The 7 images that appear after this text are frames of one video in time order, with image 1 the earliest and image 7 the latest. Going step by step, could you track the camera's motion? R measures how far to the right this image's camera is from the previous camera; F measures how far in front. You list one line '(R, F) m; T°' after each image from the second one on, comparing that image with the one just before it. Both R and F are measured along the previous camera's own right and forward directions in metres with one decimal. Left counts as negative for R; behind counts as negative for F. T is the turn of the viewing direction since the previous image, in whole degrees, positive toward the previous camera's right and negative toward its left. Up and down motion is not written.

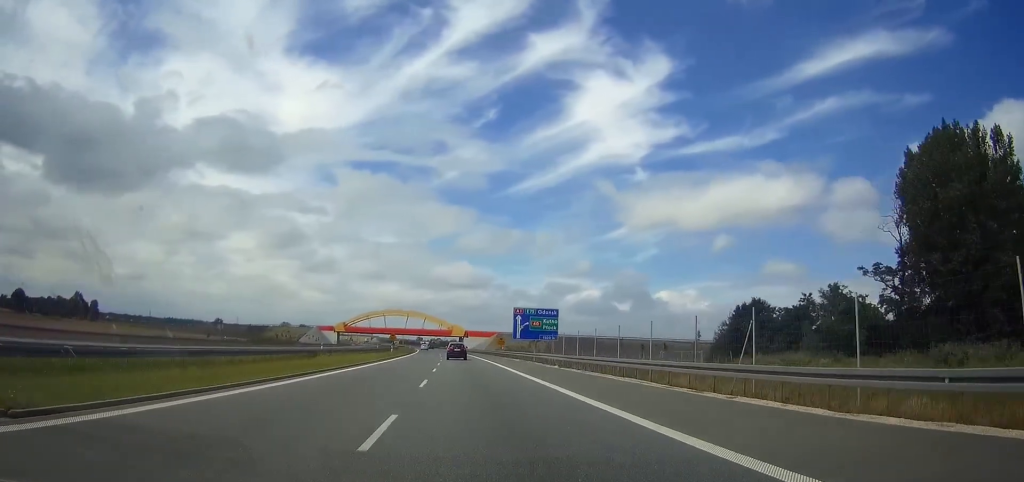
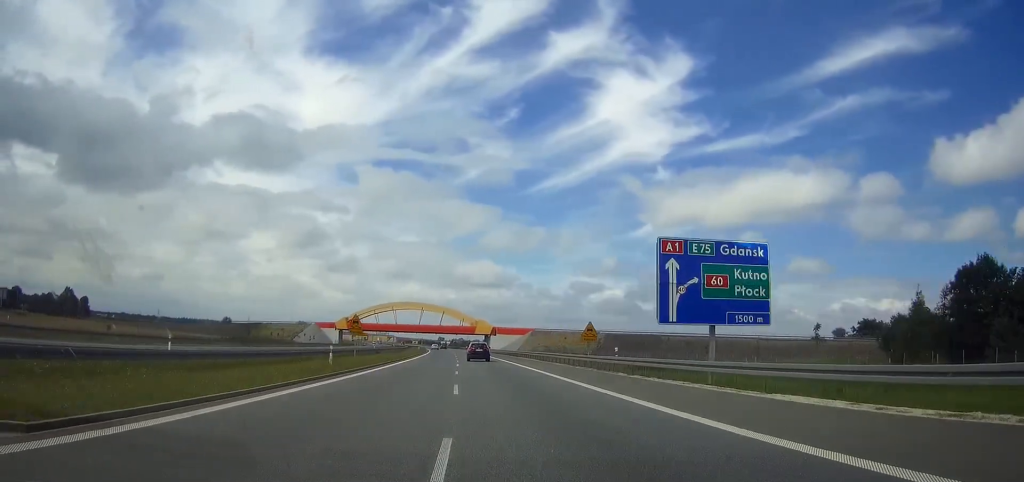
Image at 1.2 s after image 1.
(-0.6, +50.9) m; -2°
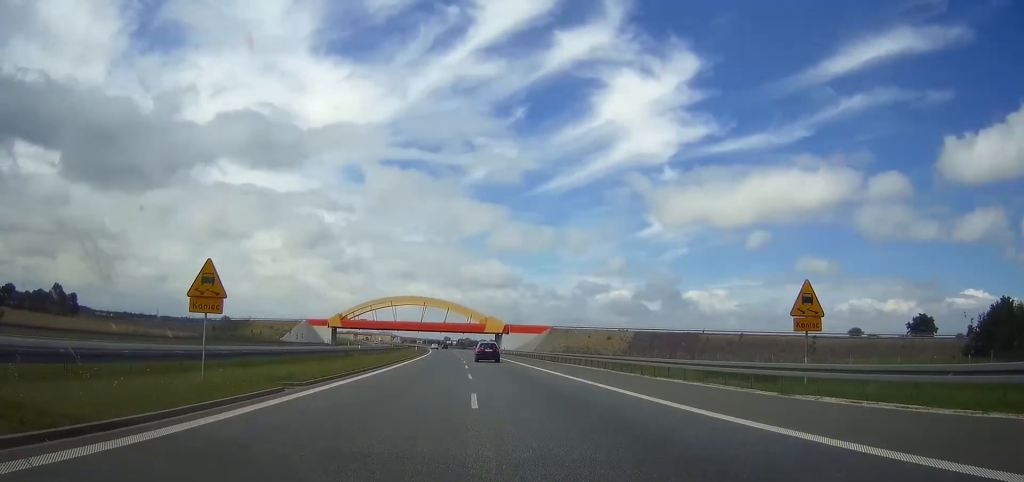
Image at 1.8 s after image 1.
(-0.2, +27.8) m; -1°
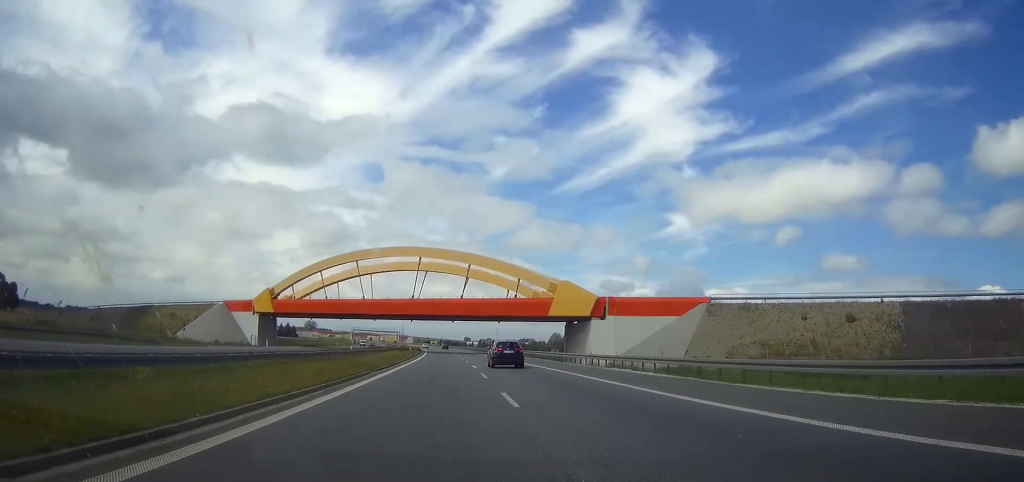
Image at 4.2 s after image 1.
(-1.4, +107.4) m; -1°
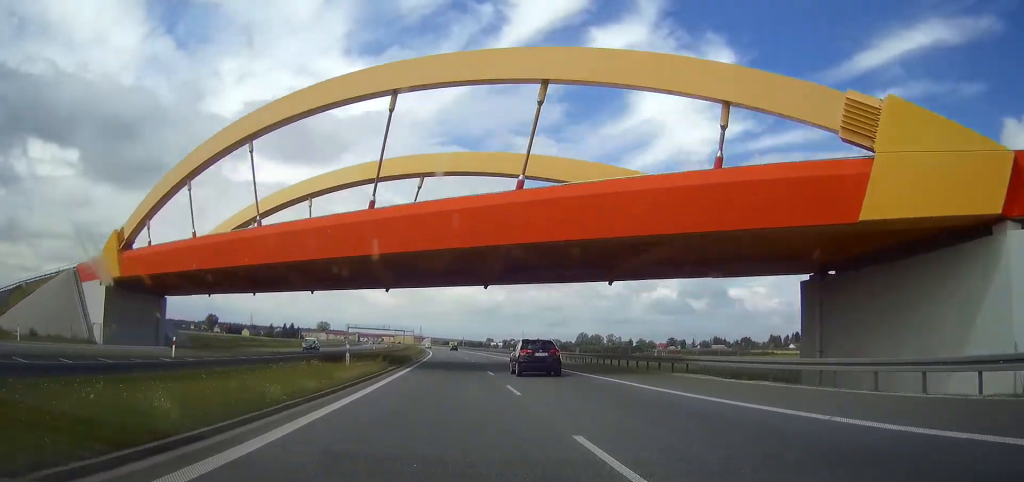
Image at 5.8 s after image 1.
(-0.7, +68.4) m; -2°
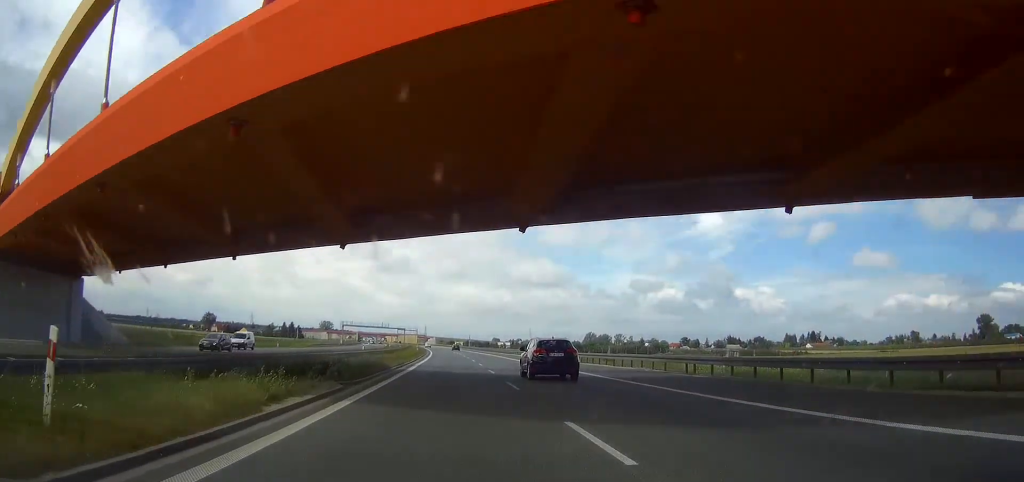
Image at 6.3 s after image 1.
(-0.2, +22.4) m; -1°
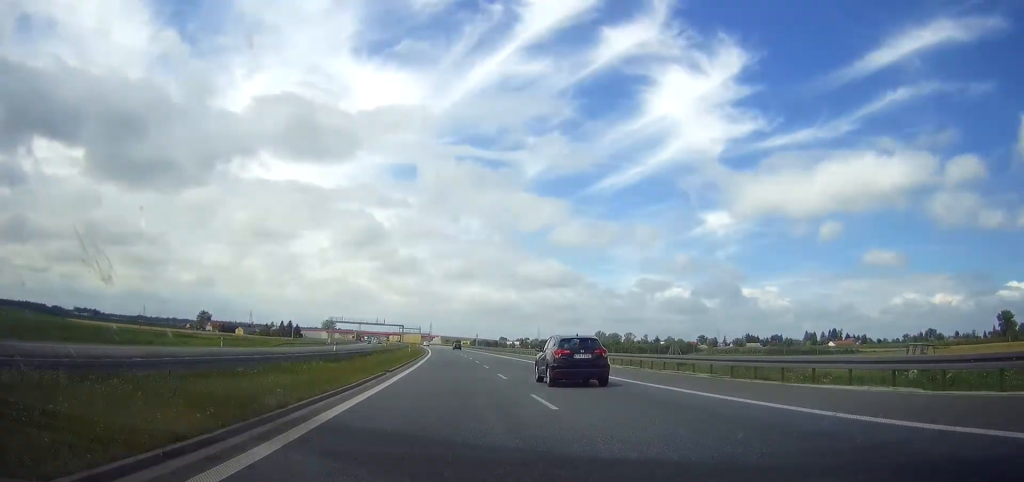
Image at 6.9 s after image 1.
(-0.2, +29.9) m; -1°
